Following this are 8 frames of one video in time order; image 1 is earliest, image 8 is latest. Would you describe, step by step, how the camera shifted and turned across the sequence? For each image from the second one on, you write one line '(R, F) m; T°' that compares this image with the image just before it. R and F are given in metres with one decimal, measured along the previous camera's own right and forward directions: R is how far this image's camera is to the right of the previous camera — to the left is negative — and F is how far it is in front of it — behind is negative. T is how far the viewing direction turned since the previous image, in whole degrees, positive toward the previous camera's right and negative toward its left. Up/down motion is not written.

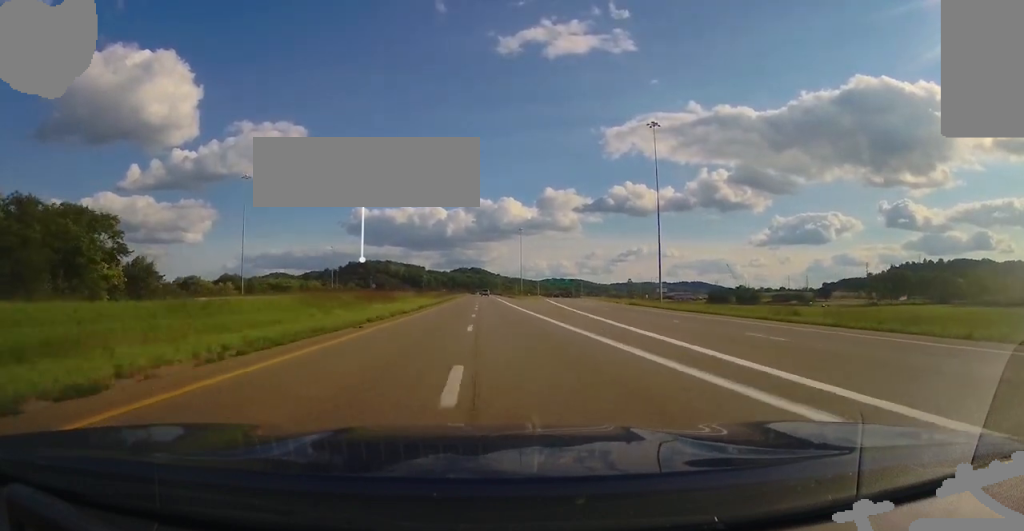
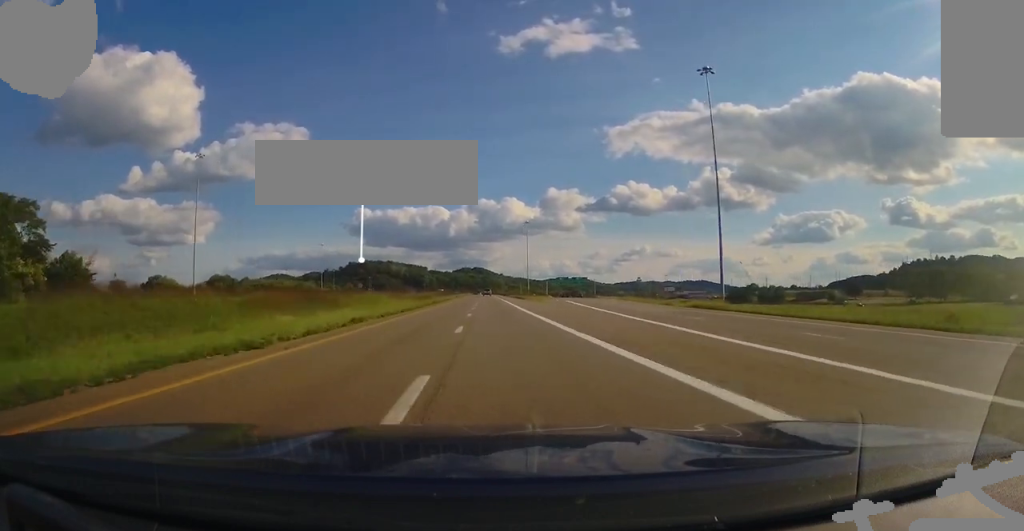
(0.0, +25.8) m; 0°
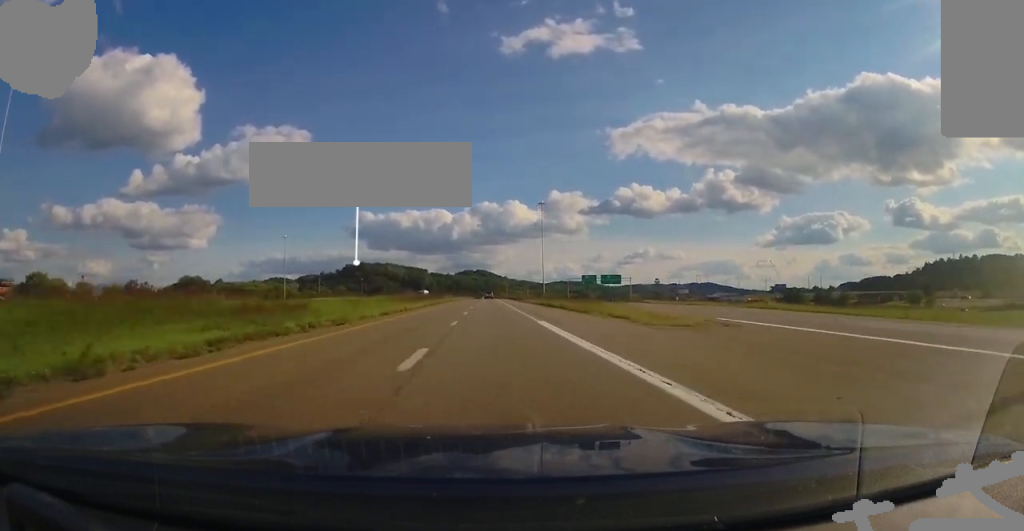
(-0.8, +57.8) m; -2°
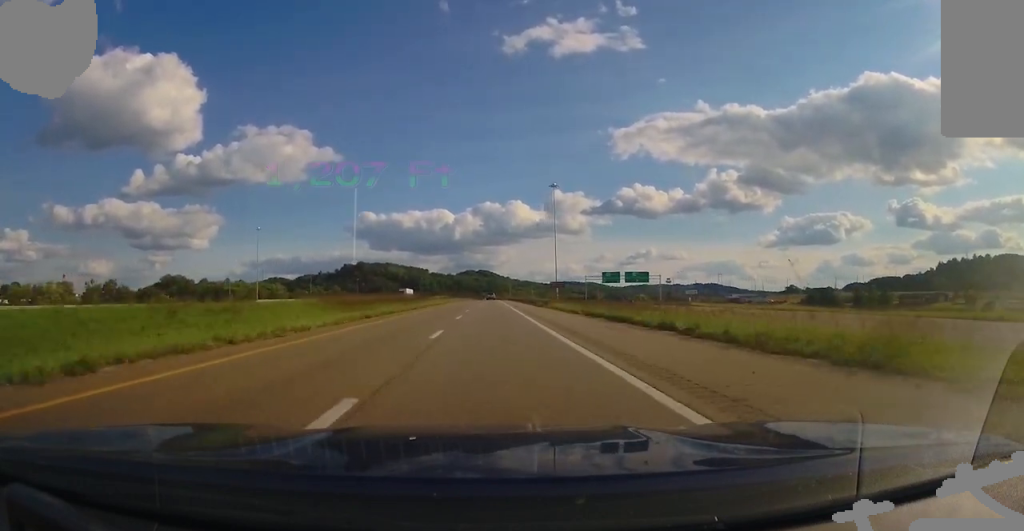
(0.0, +30.7) m; +1°
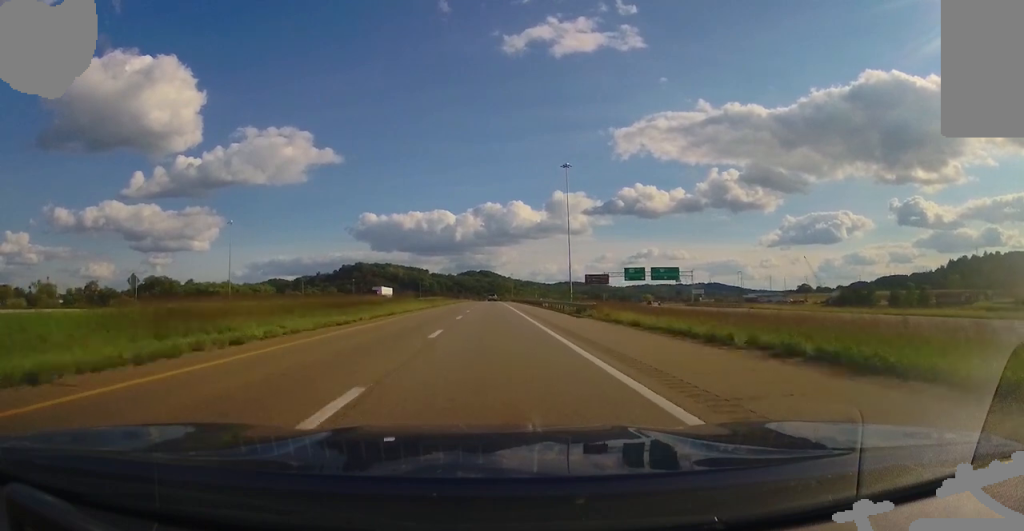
(+0.2, +24.2) m; 0°
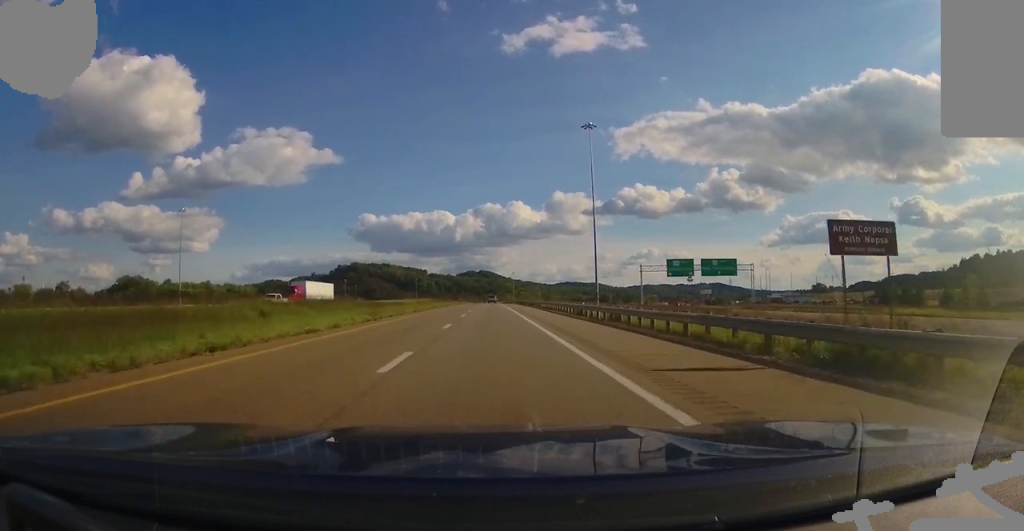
(-0.1, +31.9) m; 0°
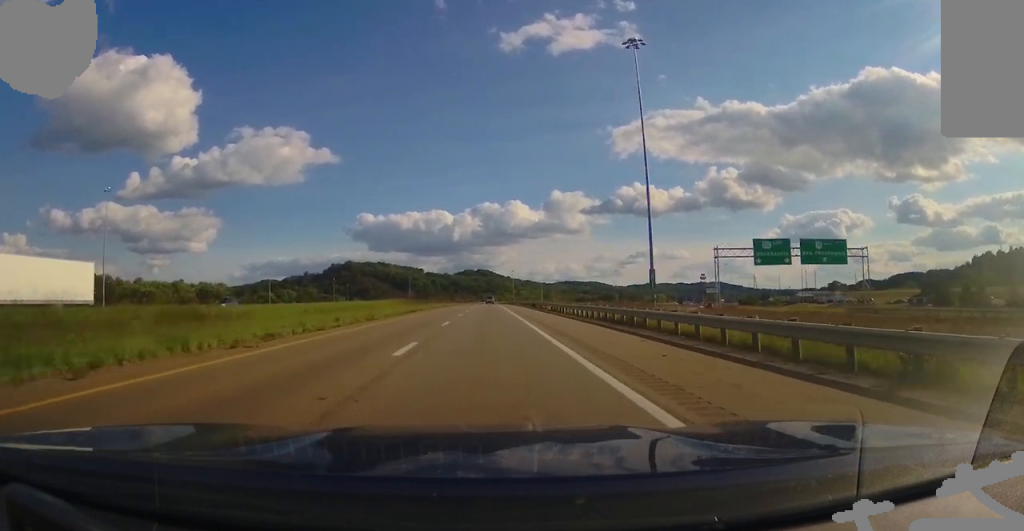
(+0.1, +34.1) m; 0°
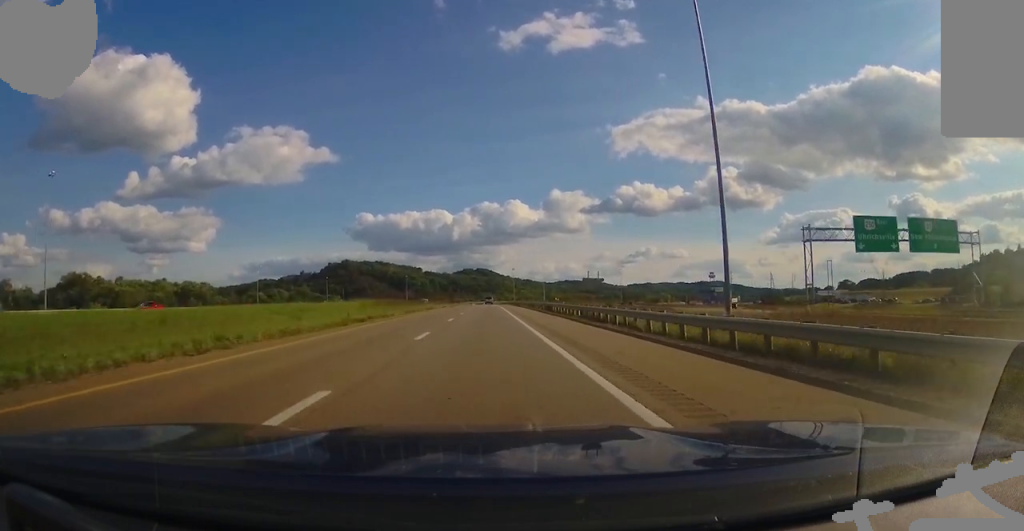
(+0.1, +19.9) m; 0°
